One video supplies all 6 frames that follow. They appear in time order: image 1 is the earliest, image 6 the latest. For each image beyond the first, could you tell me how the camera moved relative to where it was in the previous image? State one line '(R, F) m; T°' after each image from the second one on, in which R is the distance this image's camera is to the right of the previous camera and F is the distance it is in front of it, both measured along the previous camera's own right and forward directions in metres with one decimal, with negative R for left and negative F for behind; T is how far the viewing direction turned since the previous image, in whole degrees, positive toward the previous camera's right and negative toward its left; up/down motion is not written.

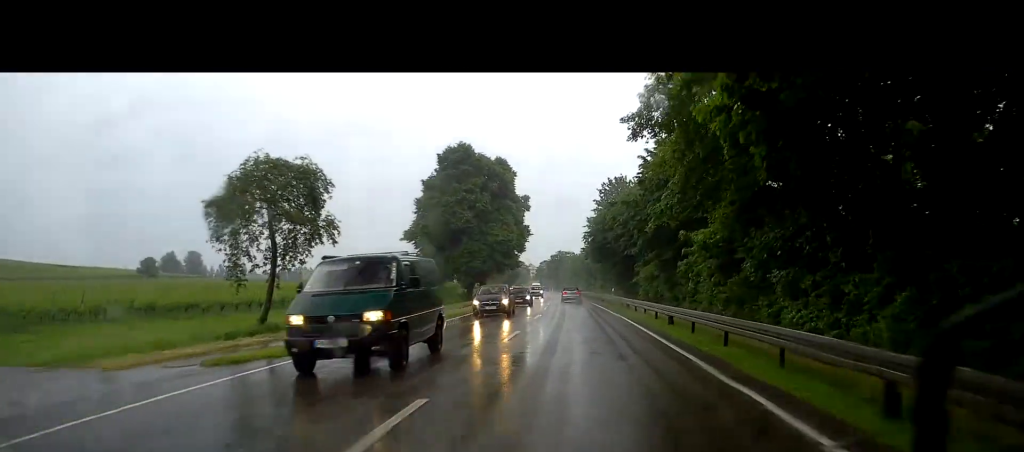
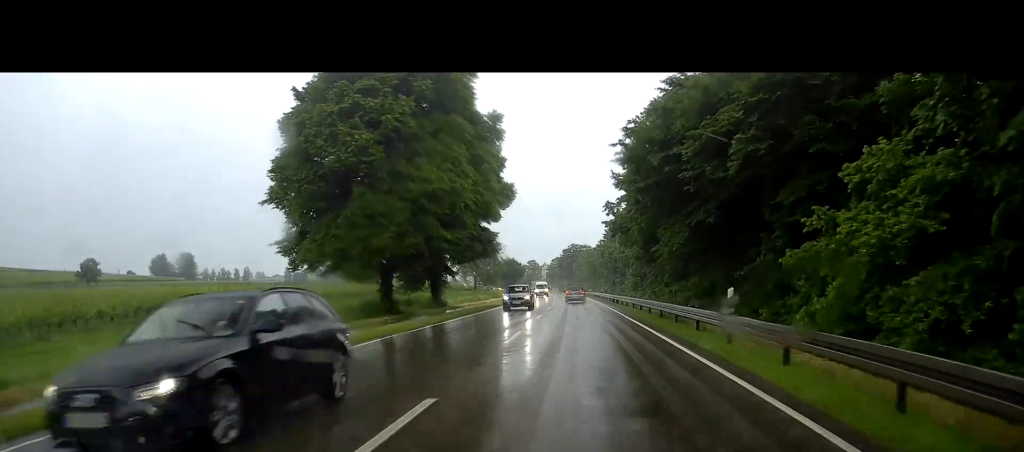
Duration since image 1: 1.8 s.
(-0.1, +36.4) m; 0°
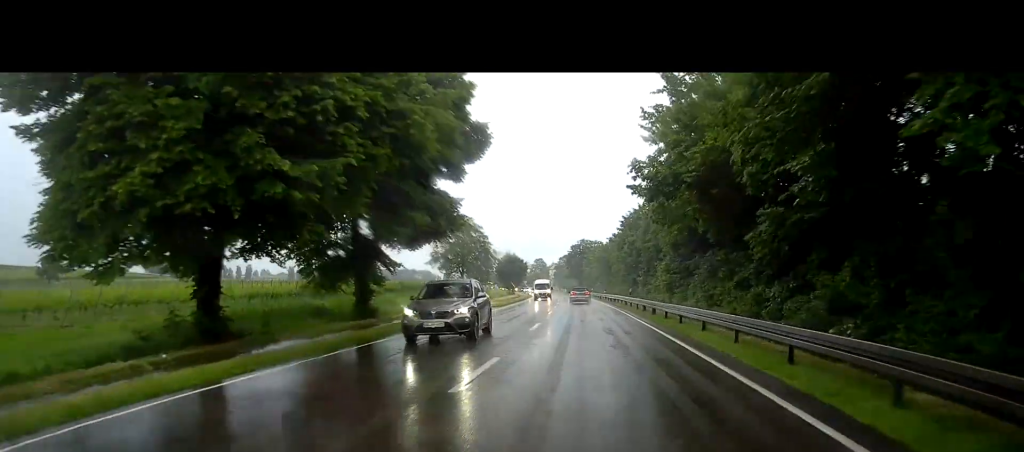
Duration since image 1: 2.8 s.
(-0.3, +19.9) m; 0°
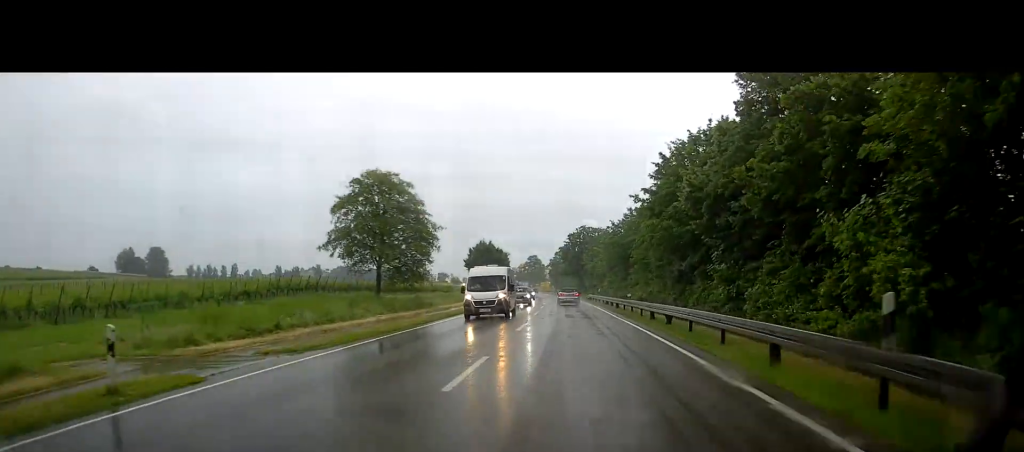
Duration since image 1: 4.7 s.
(-0.8, +36.1) m; -3°
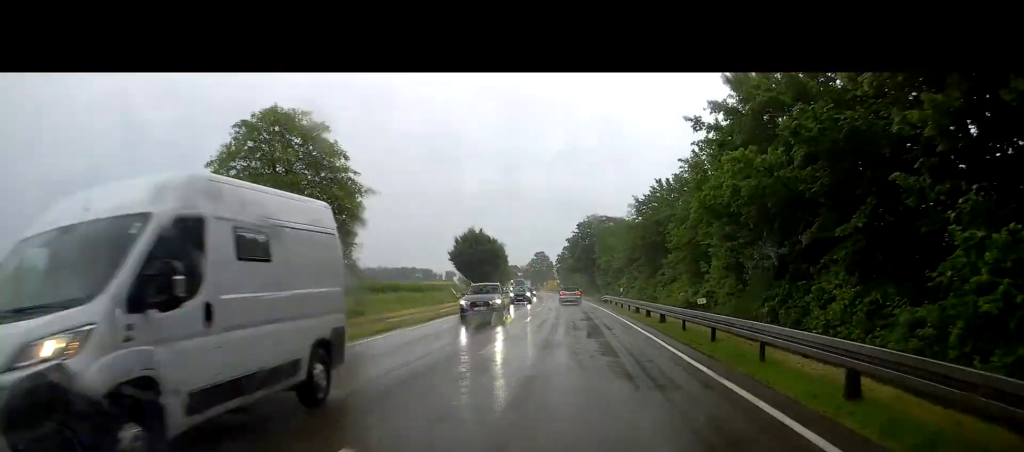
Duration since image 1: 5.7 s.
(0.0, +19.4) m; 0°
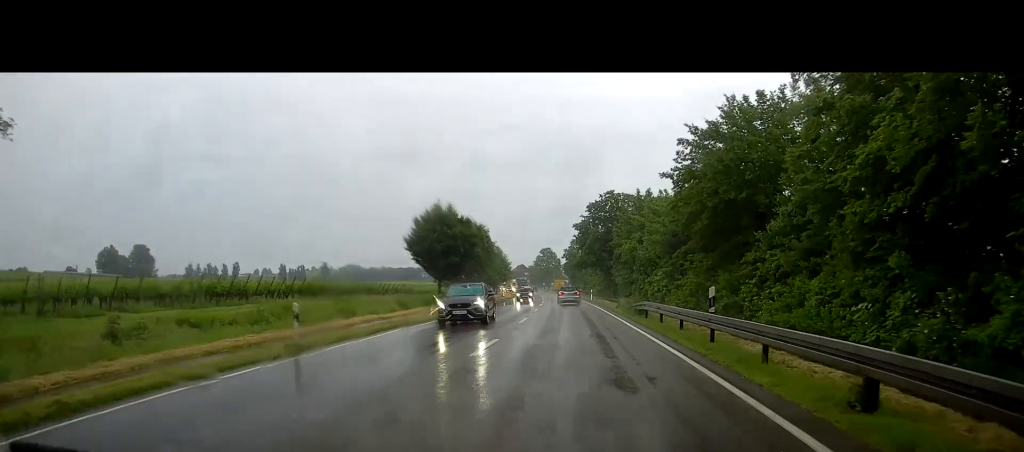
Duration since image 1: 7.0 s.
(-0.1, +24.9) m; 0°
